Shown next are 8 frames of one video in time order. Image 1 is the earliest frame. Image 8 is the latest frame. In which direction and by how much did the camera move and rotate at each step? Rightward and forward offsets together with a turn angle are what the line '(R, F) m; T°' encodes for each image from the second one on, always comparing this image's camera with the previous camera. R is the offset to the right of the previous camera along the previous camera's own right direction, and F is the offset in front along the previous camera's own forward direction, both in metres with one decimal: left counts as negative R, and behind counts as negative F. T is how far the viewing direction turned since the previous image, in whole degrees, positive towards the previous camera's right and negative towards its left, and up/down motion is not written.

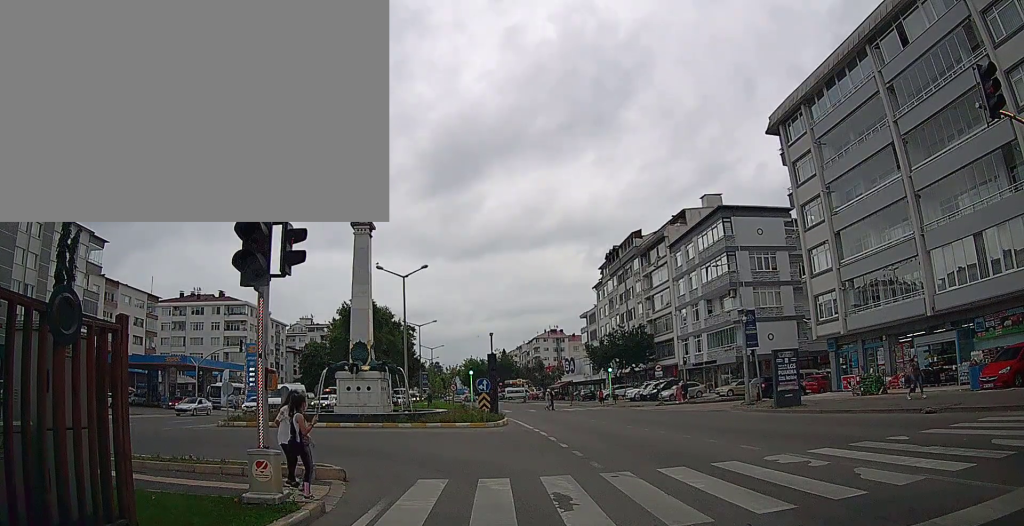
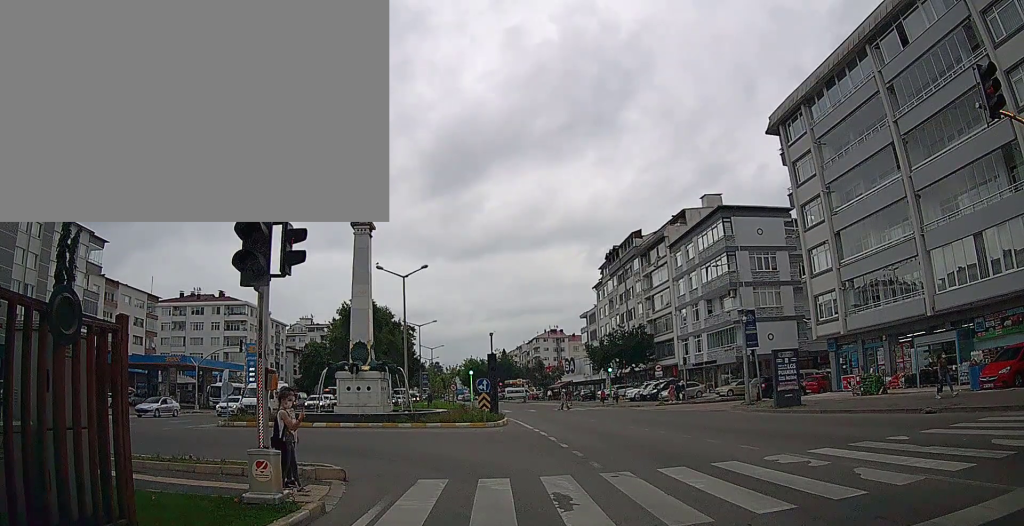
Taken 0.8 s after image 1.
(0.0, 0.0) m; 0°
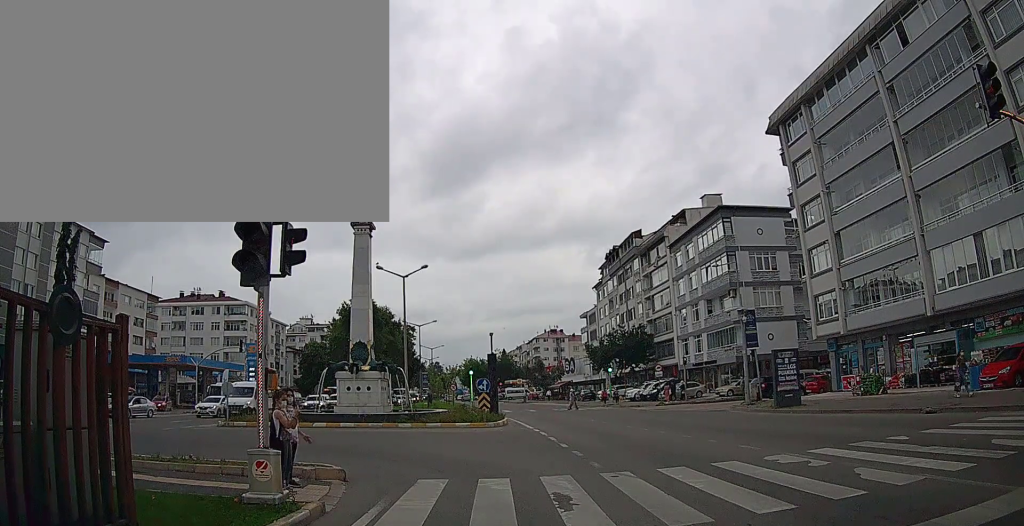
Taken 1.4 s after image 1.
(0.0, 0.0) m; 0°
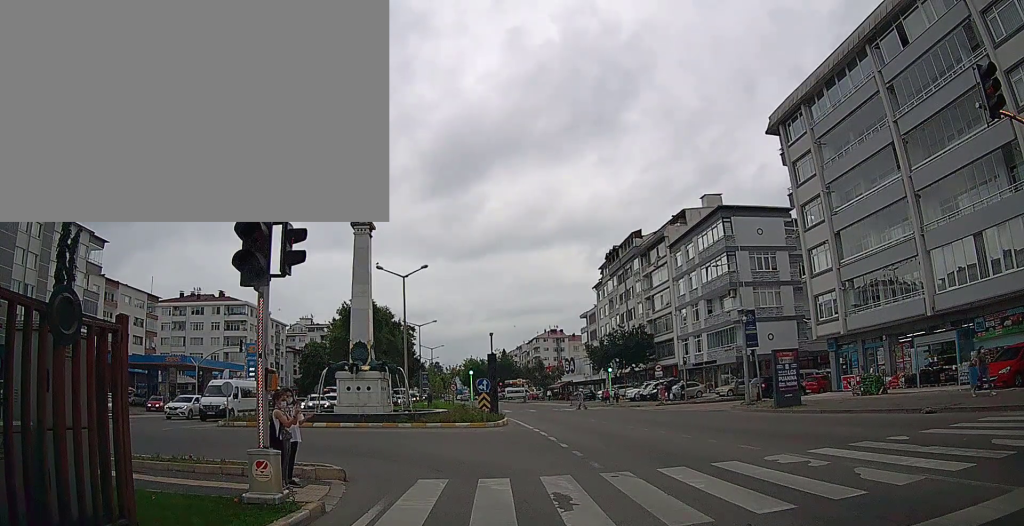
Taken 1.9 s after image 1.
(0.0, 0.0) m; 0°
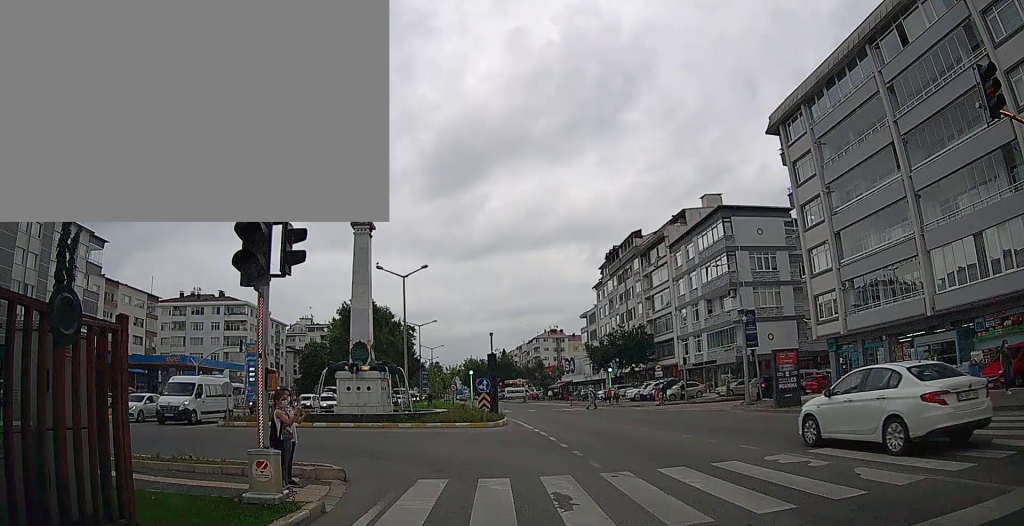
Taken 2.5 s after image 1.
(0.0, 0.0) m; 0°
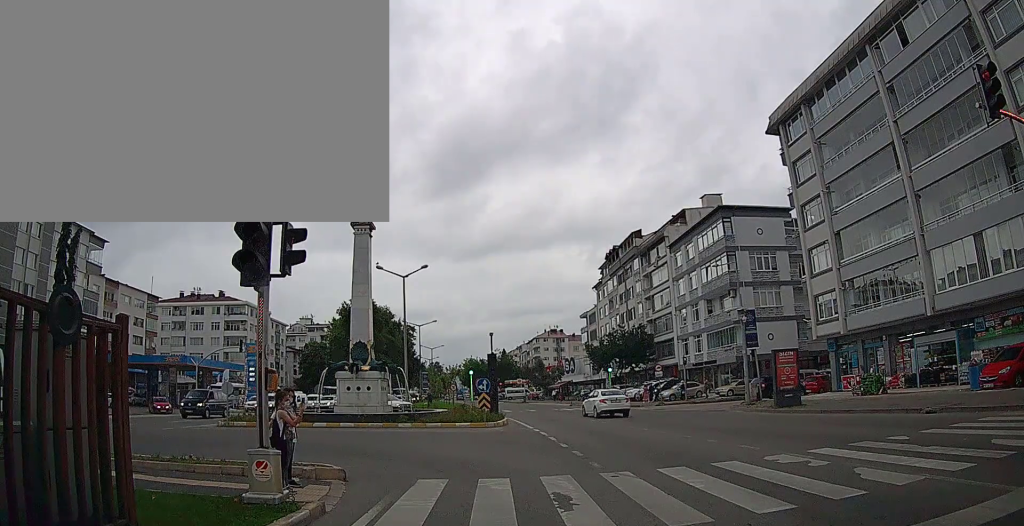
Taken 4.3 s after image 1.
(0.0, 0.0) m; 0°
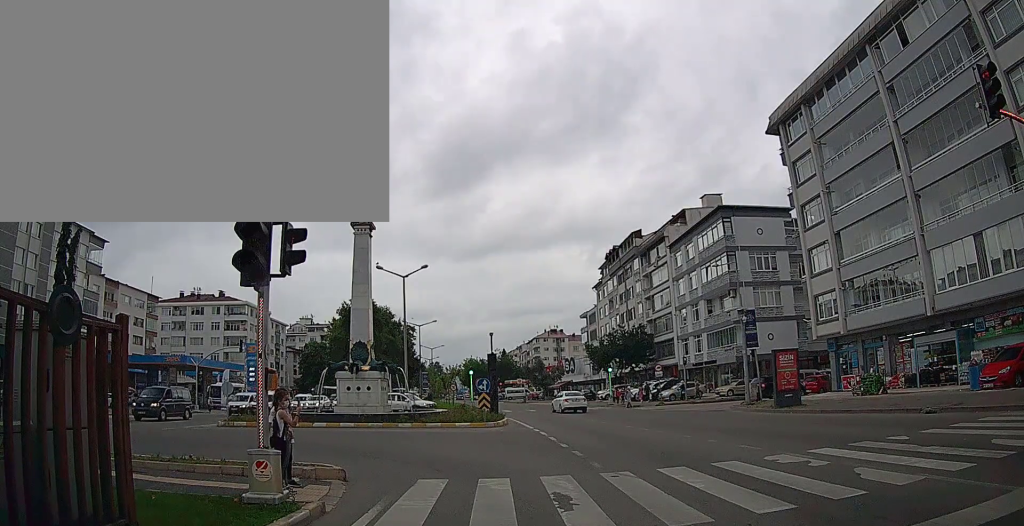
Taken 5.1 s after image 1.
(0.0, 0.0) m; 0°
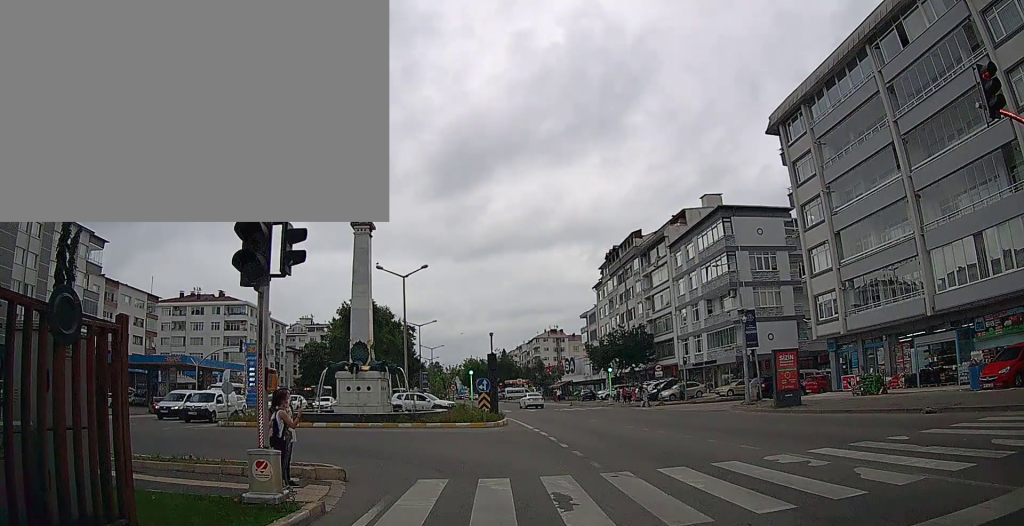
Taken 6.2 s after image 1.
(0.0, 0.0) m; 0°
